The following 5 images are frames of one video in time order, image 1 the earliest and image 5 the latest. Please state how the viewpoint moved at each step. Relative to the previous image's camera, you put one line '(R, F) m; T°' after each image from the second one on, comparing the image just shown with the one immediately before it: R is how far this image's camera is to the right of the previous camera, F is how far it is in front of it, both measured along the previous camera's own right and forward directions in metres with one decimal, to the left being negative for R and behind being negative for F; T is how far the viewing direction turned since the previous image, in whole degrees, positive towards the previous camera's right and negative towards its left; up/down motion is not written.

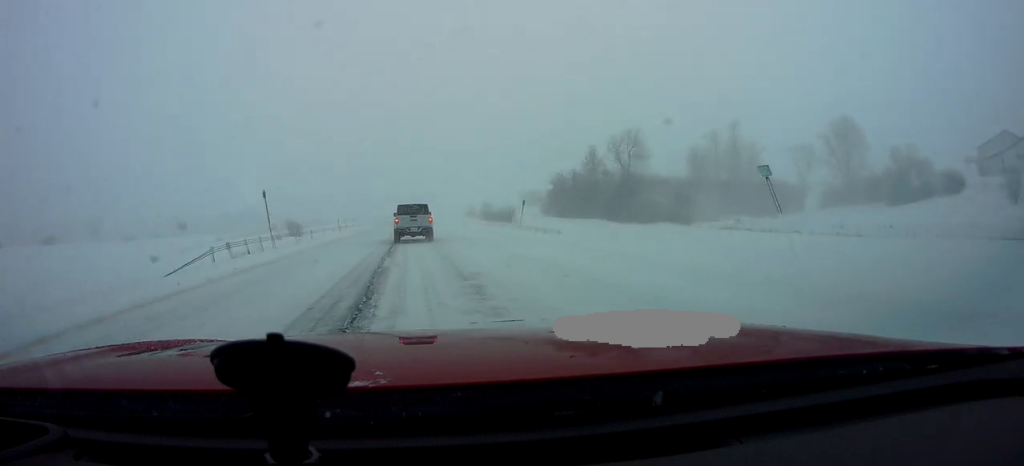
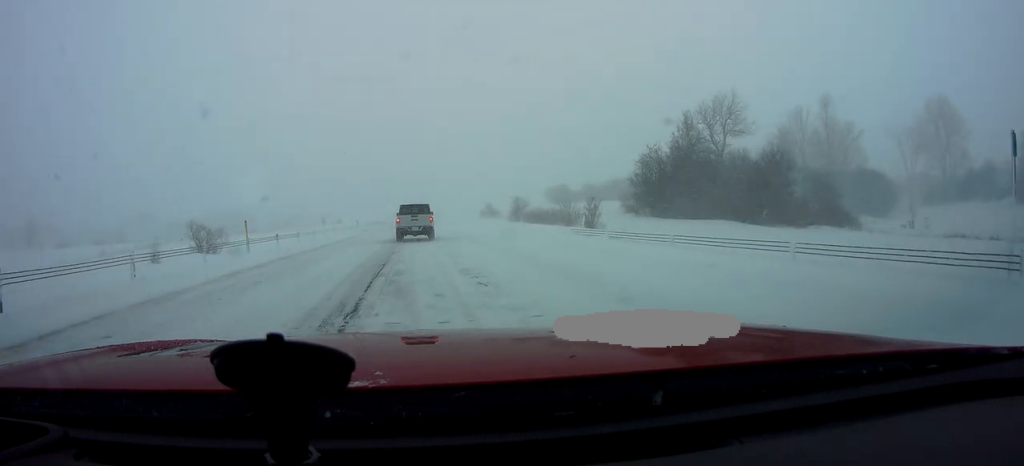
(+0.9, +29.1) m; 0°
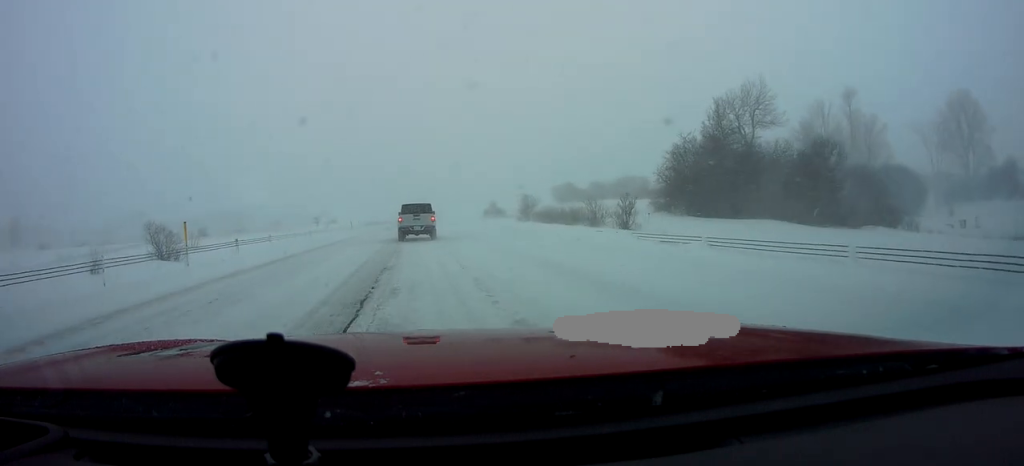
(-0.4, +6.1) m; -2°
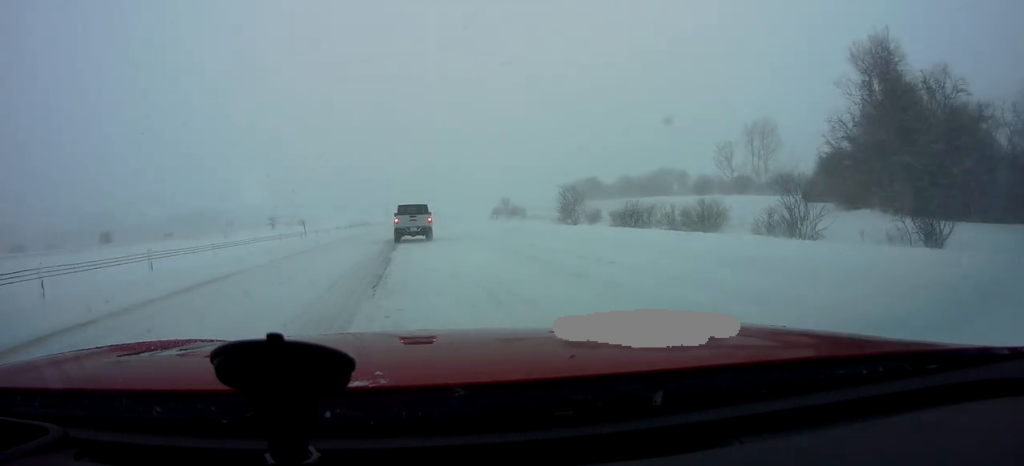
(+1.1, +21.1) m; +4°
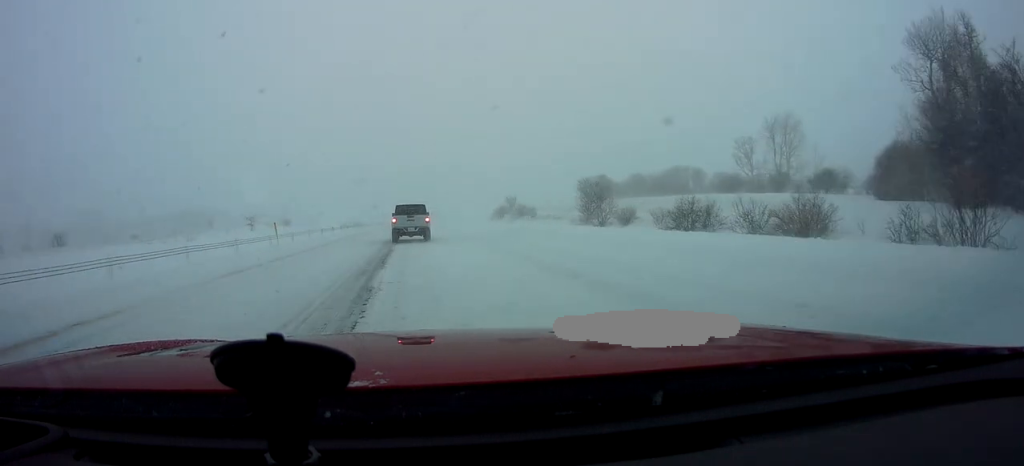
(0.0, +7.0) m; 0°
